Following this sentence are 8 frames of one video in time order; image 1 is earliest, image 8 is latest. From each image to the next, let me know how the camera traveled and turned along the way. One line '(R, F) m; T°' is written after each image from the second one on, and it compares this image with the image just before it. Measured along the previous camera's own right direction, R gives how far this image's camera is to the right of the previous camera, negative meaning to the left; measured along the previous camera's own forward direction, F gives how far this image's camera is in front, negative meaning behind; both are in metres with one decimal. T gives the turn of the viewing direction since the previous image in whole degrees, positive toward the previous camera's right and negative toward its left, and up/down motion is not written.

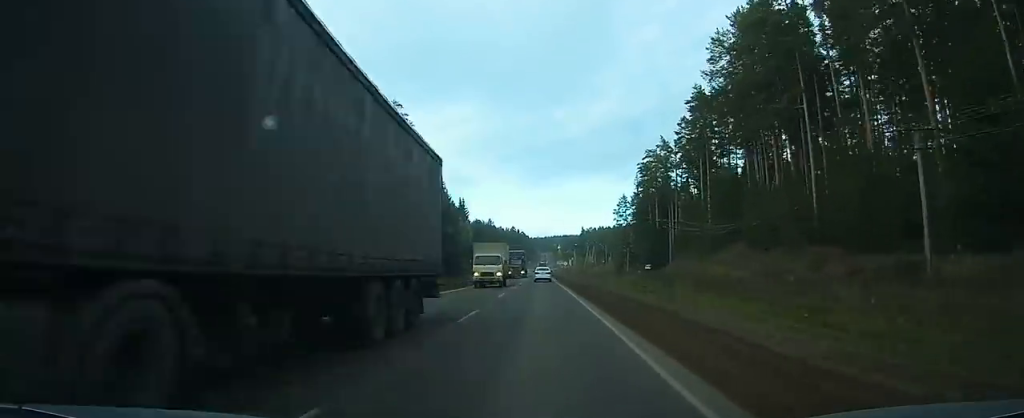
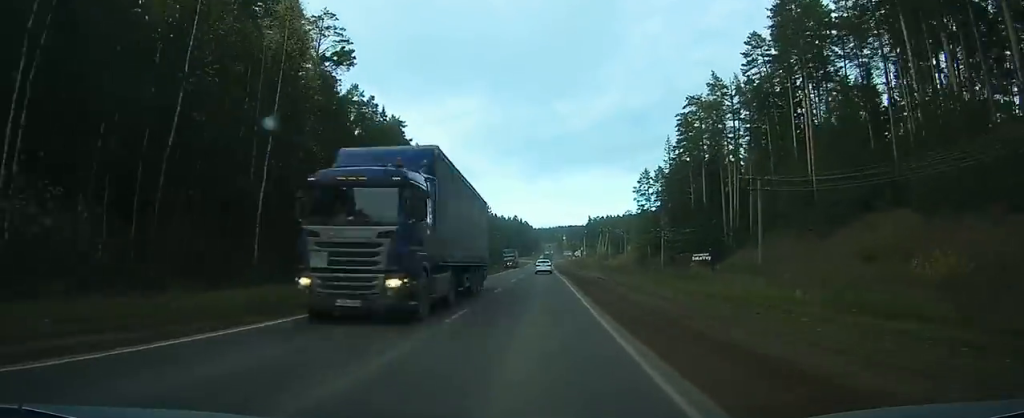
(0.0, +40.5) m; -1°
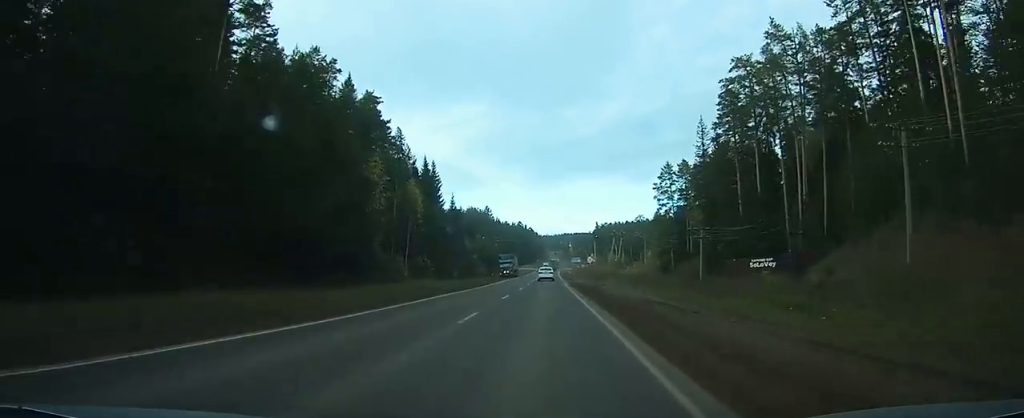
(-0.2, +25.4) m; 0°
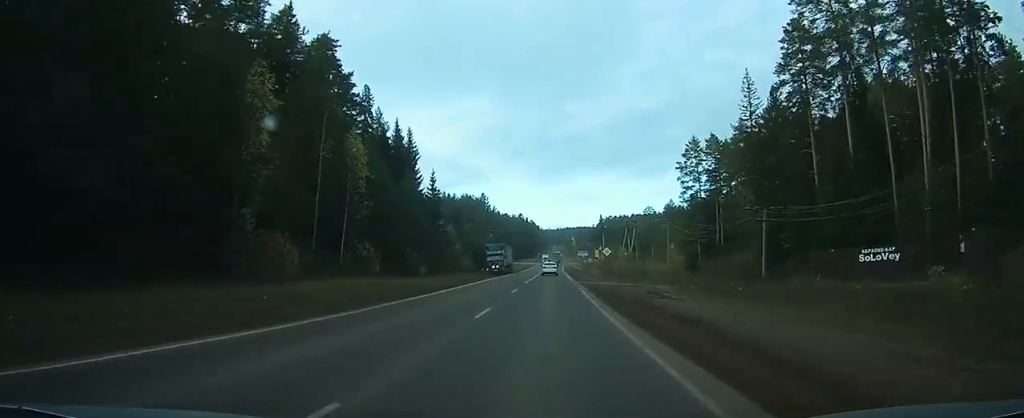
(-0.1, +25.2) m; 0°
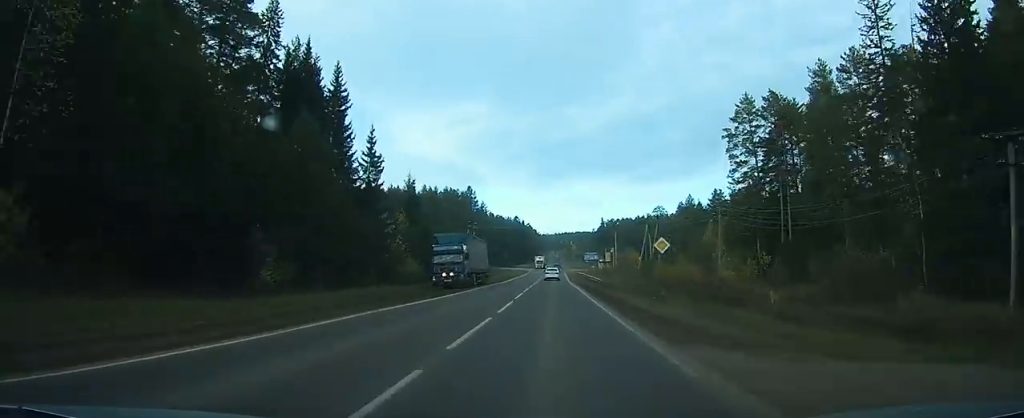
(-0.1, +34.1) m; 0°
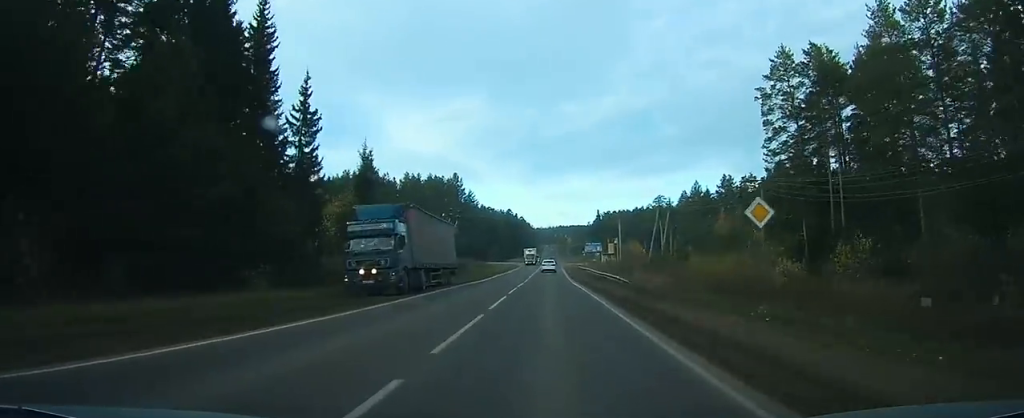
(+0.1, +15.4) m; 0°
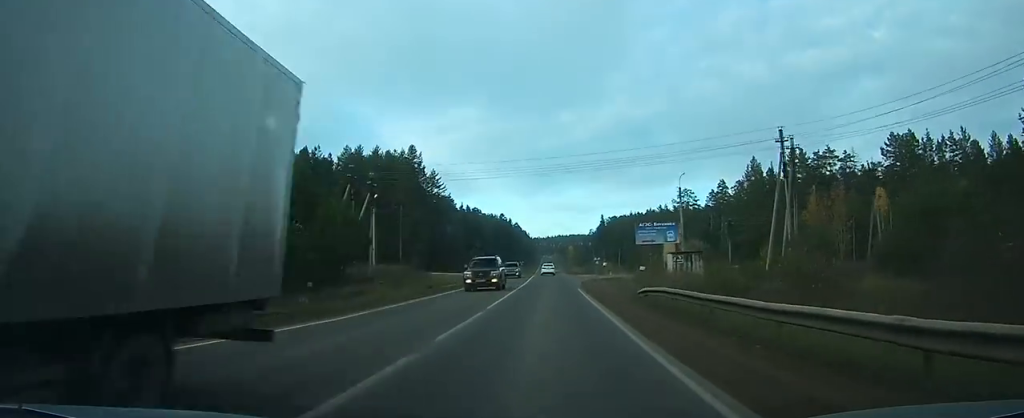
(+0.1, +49.5) m; 0°
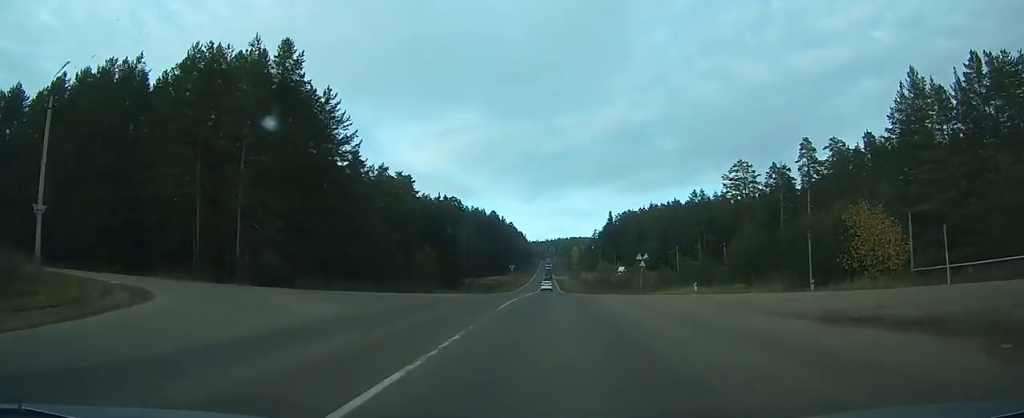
(+0.1, +59.9) m; 0°
